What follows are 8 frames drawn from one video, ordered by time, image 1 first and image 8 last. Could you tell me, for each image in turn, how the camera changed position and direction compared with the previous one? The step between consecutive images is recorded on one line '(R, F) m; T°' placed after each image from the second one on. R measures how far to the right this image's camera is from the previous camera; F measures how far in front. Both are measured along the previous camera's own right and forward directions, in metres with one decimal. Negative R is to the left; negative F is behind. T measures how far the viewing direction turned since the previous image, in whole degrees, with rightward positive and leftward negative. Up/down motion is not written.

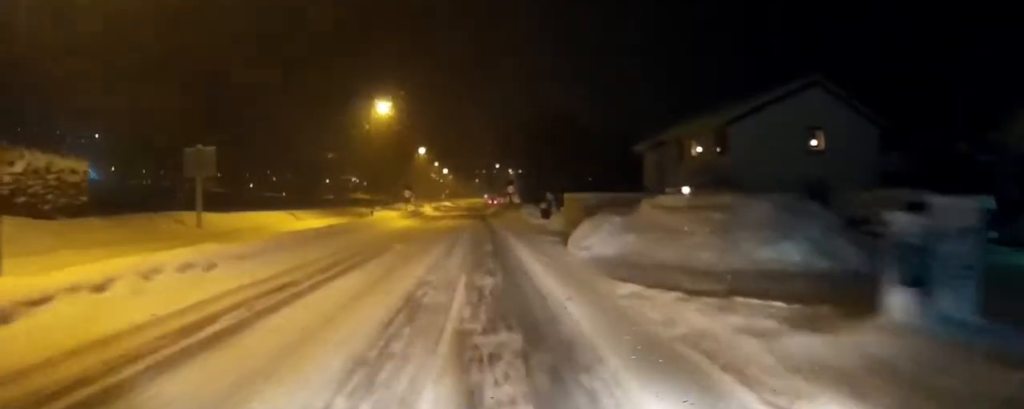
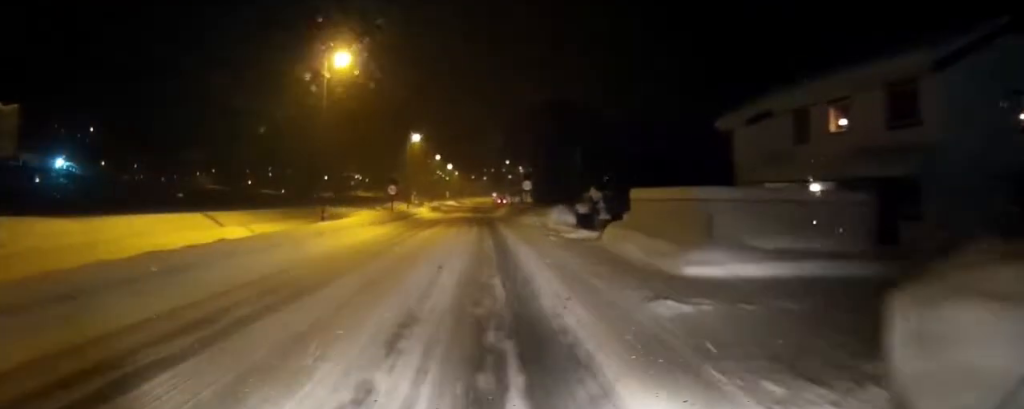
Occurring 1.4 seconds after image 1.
(-0.2, +14.3) m; -2°
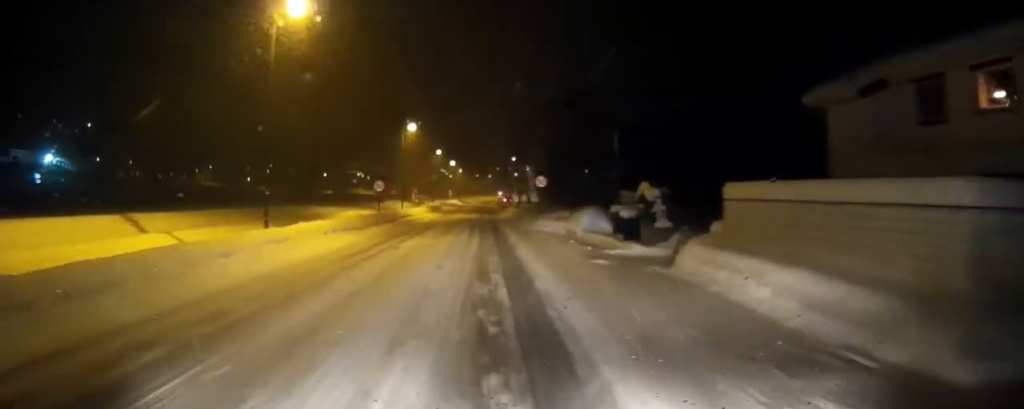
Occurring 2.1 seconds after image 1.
(-0.1, +7.8) m; -1°
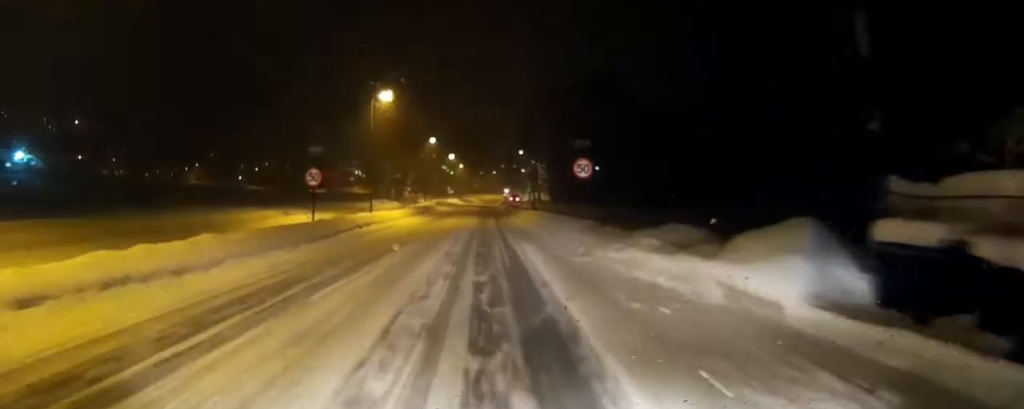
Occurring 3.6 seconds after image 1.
(+0.1, +16.2) m; +1°
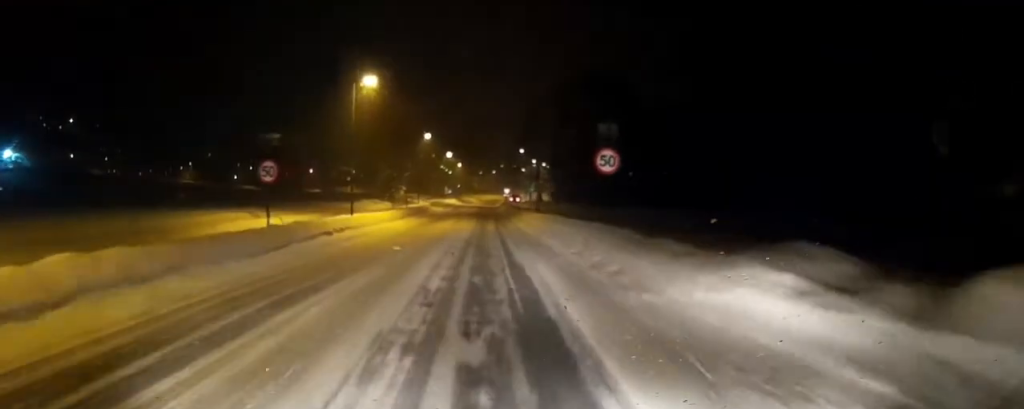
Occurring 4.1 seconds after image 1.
(0.0, +5.2) m; 0°
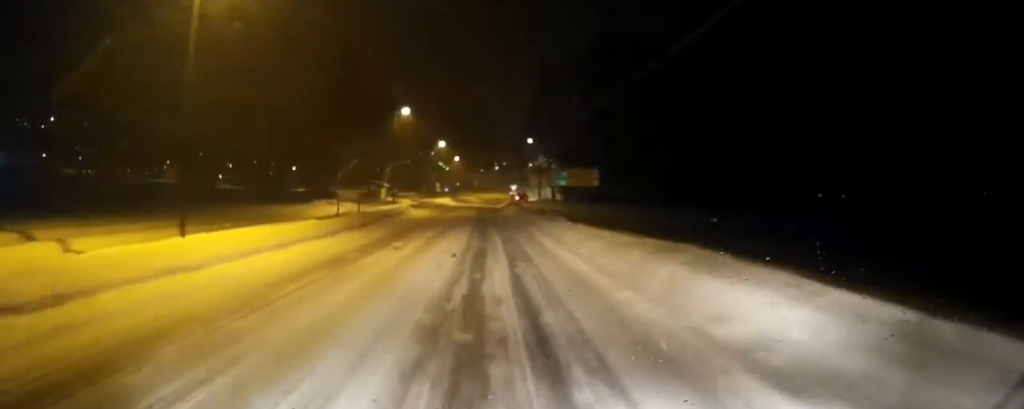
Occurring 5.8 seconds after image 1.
(0.0, +19.5) m; 0°
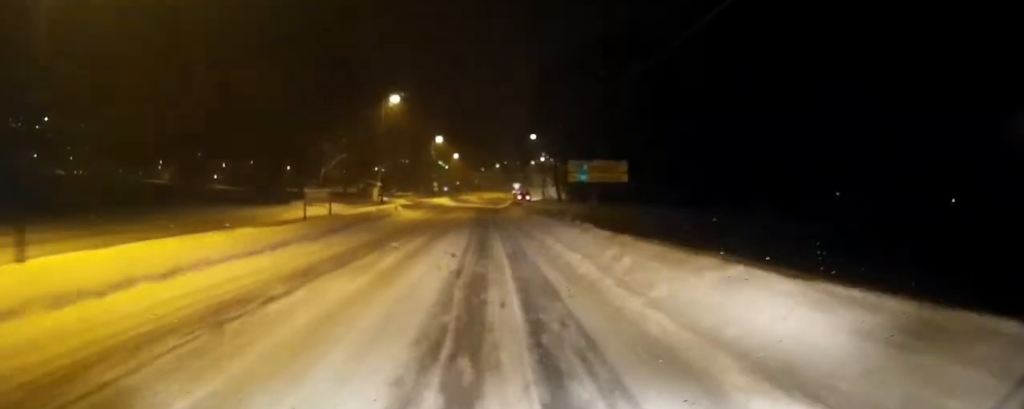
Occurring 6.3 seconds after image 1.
(0.0, +6.1) m; 0°
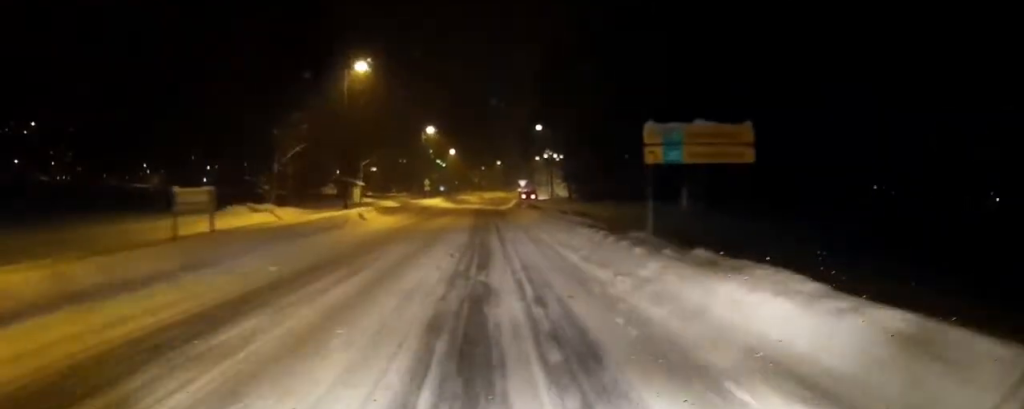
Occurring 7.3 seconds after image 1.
(+0.1, +11.5) m; 0°
